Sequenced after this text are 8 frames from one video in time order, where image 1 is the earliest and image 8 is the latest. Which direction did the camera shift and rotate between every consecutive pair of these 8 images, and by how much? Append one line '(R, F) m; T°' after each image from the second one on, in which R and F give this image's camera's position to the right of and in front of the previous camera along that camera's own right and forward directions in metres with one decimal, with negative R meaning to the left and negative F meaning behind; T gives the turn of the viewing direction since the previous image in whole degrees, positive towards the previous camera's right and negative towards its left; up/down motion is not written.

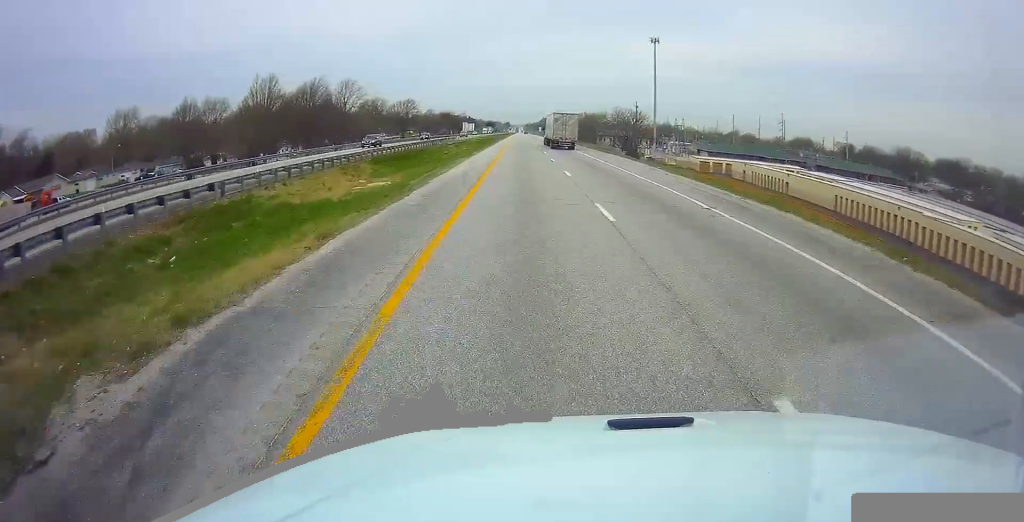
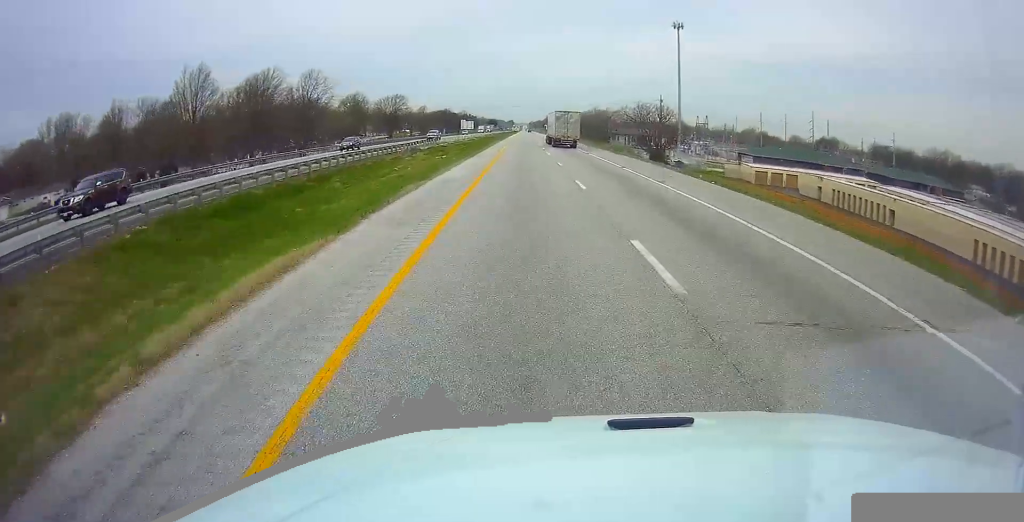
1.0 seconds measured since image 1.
(0.0, +29.9) m; 0°
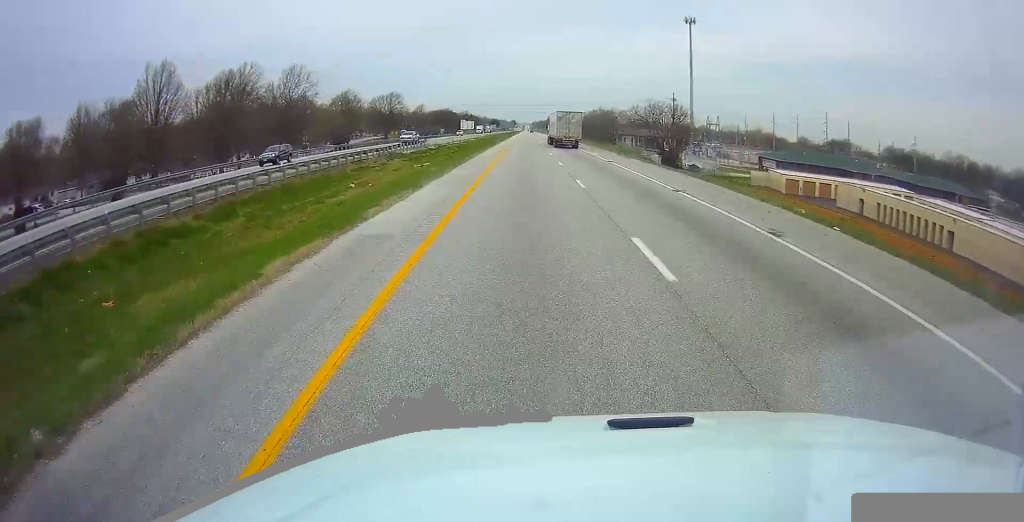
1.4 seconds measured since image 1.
(0.0, +11.6) m; 0°
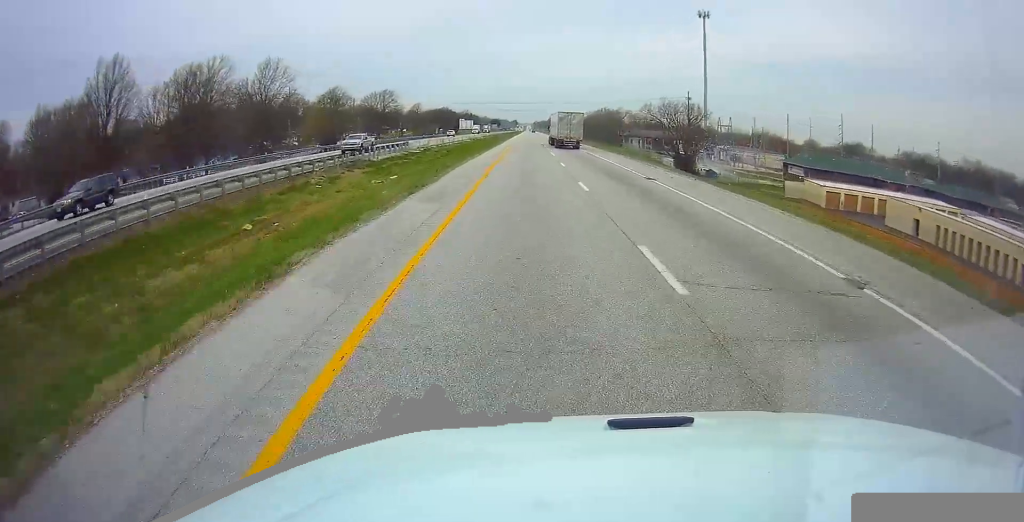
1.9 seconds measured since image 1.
(0.0, +12.6) m; 0°
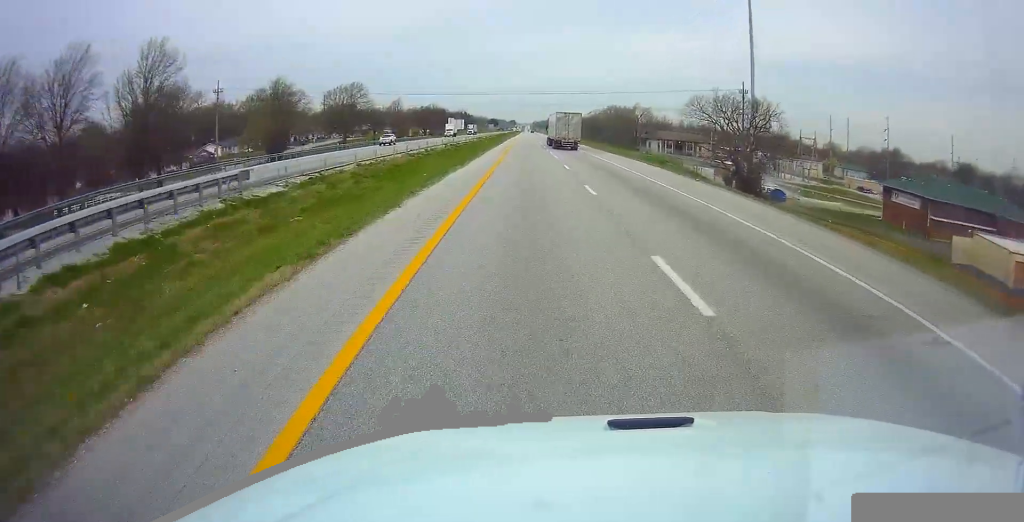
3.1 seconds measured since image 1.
(0.0, +37.2) m; 0°
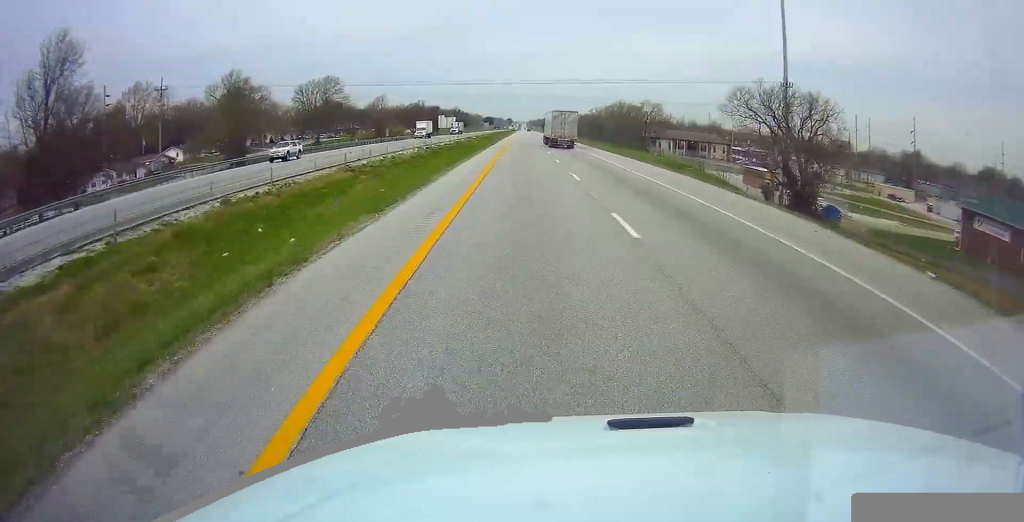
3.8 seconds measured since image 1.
(0.0, +19.6) m; 0°
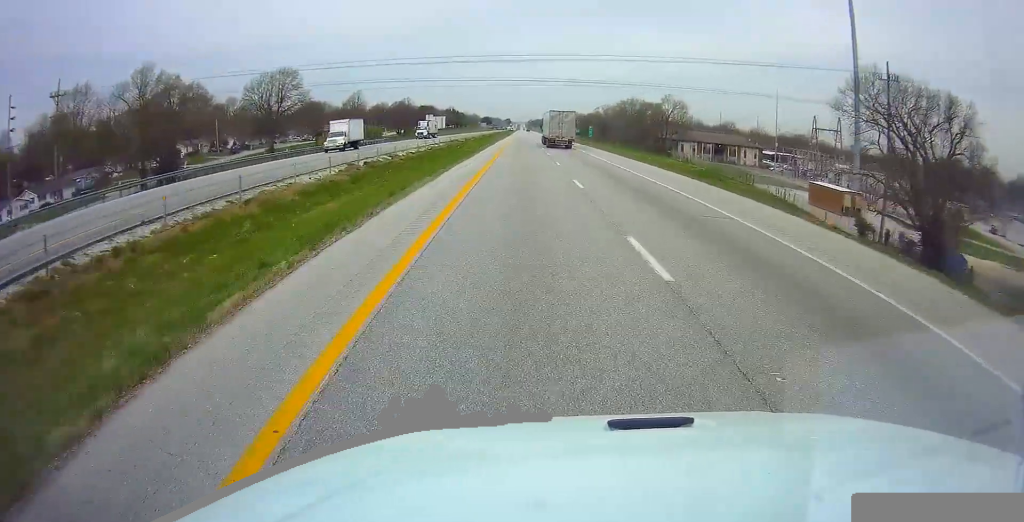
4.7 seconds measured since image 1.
(0.0, +27.6) m; 0°
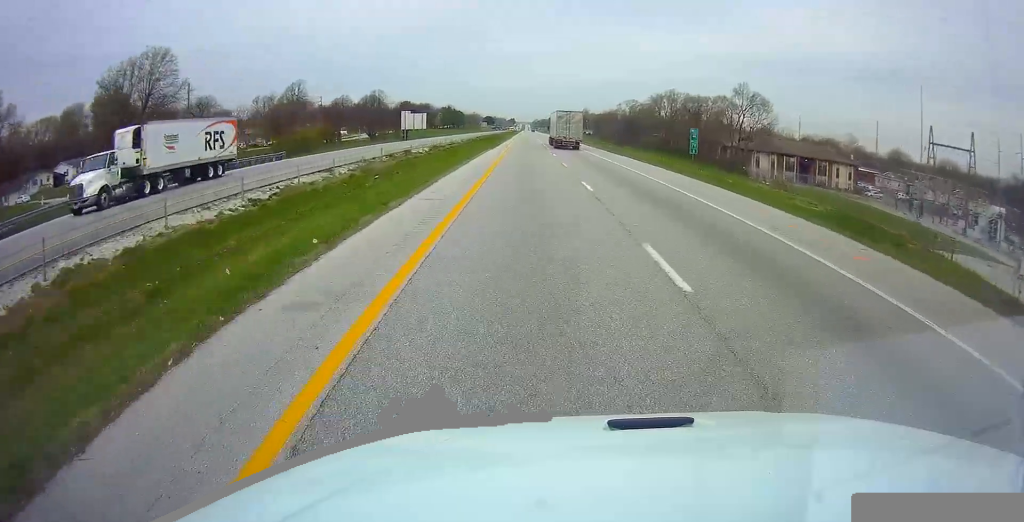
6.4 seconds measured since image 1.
(0.0, +49.1) m; 0°
